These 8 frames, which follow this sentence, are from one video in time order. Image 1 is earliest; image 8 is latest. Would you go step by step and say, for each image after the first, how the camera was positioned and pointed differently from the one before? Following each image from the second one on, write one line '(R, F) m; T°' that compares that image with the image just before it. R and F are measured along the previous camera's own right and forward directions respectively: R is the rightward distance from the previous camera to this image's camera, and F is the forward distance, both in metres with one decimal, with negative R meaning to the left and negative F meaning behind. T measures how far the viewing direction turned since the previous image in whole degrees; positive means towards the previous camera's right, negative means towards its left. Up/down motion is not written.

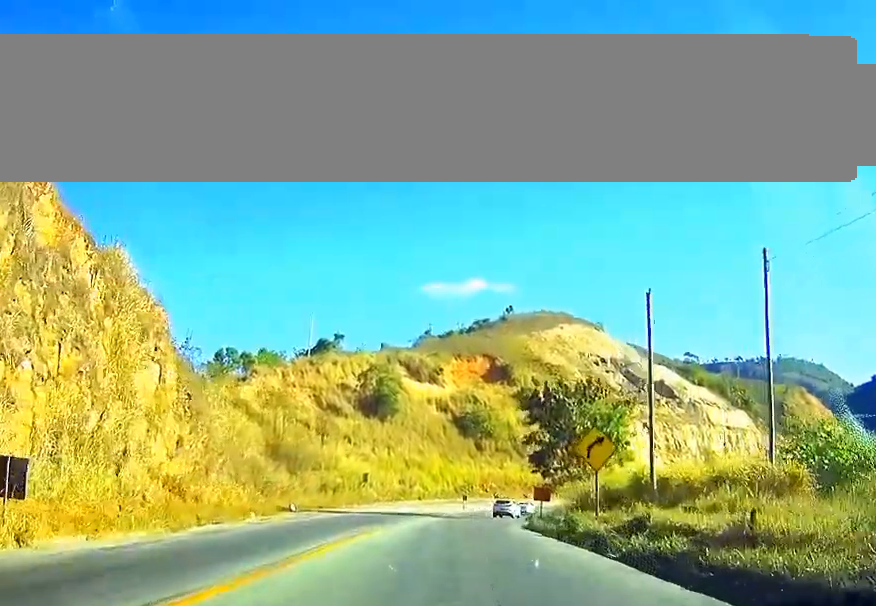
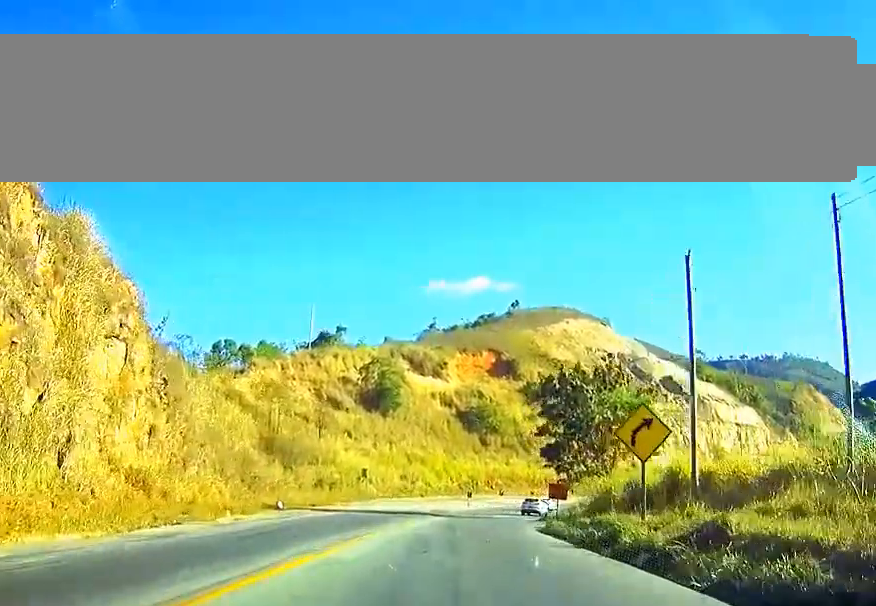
(0.0, +5.7) m; 0°
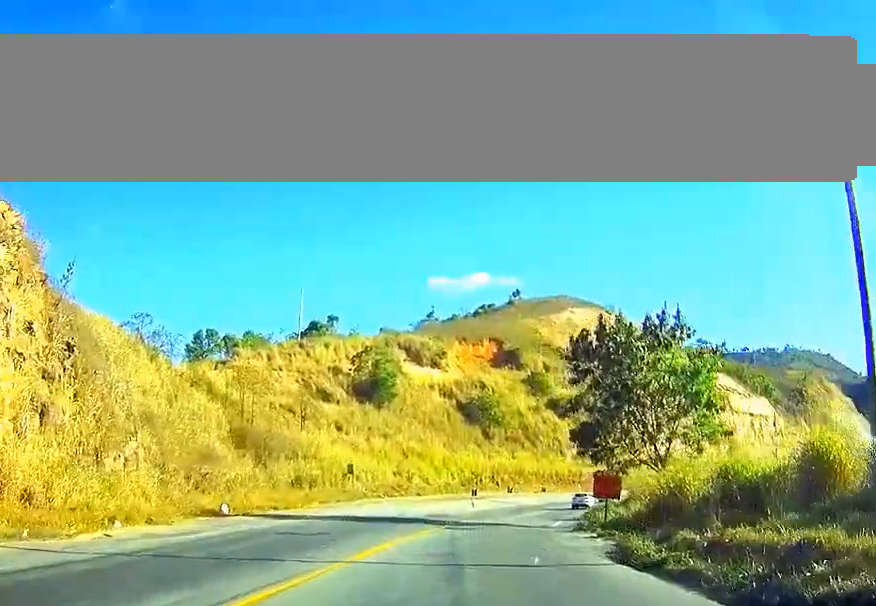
(0.0, +13.4) m; 0°
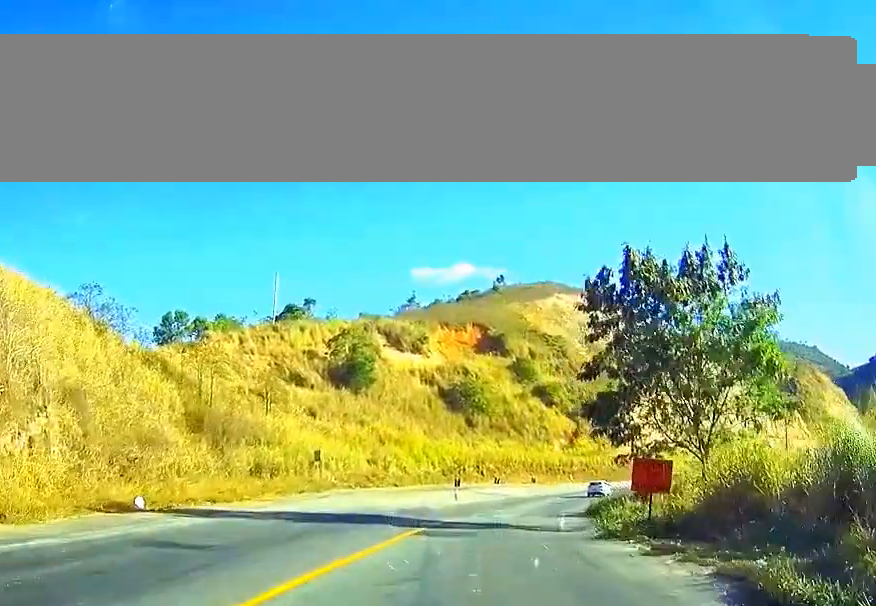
(-0.1, +9.3) m; 0°
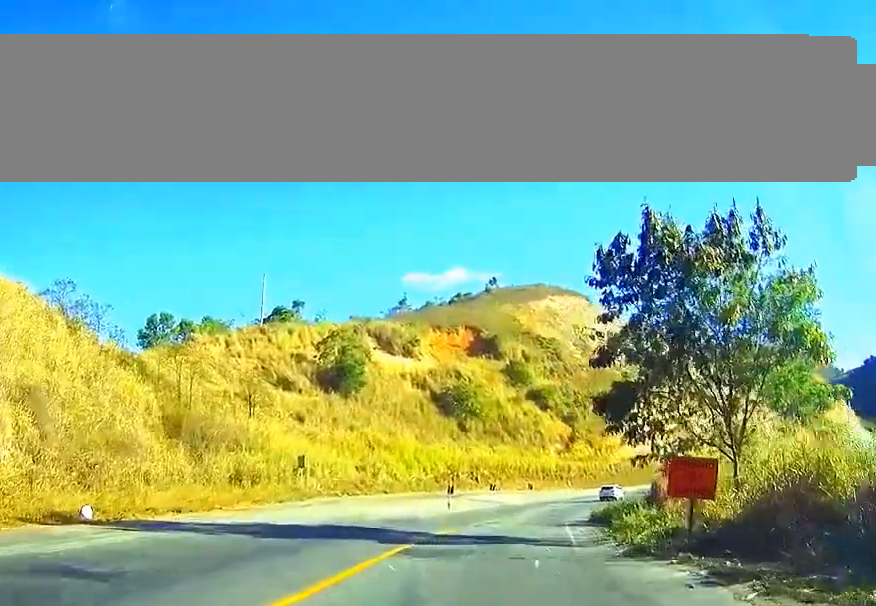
(0.0, +4.3) m; +1°
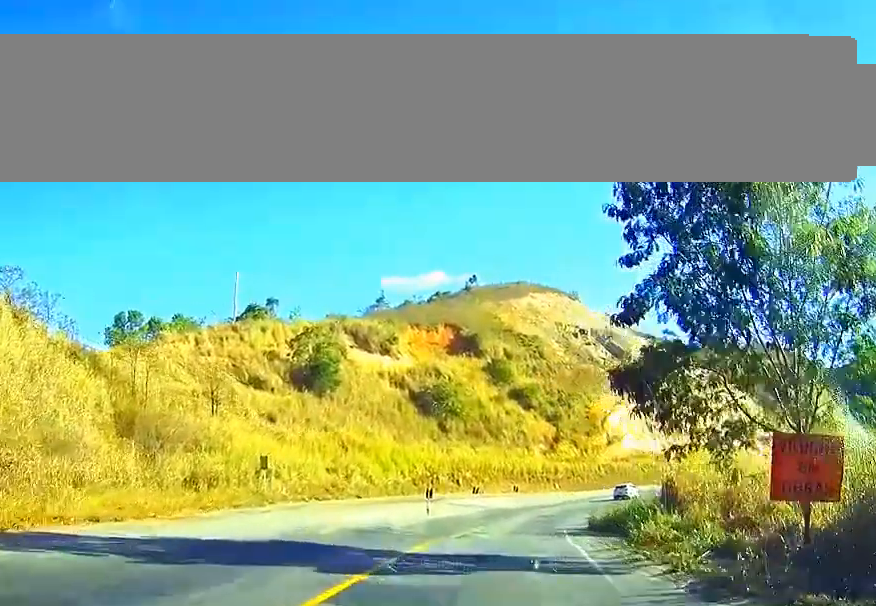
(0.0, +6.6) m; +2°
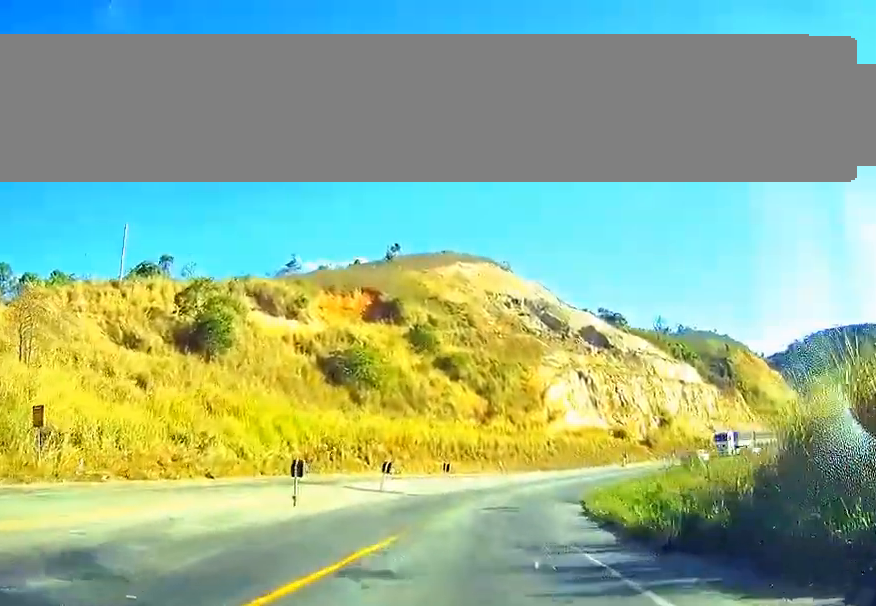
(+1.3, +24.3) m; +6°
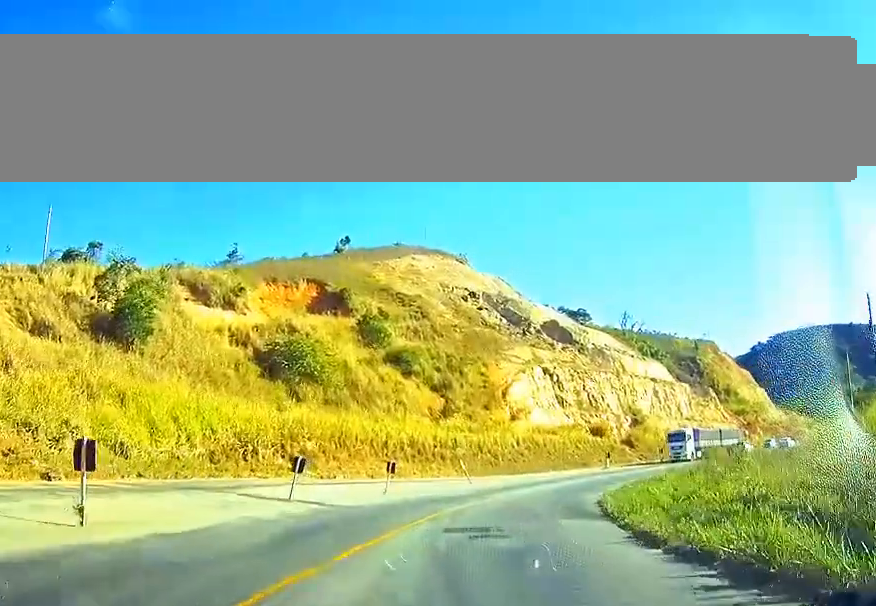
(+0.4, +15.0) m; +2°
